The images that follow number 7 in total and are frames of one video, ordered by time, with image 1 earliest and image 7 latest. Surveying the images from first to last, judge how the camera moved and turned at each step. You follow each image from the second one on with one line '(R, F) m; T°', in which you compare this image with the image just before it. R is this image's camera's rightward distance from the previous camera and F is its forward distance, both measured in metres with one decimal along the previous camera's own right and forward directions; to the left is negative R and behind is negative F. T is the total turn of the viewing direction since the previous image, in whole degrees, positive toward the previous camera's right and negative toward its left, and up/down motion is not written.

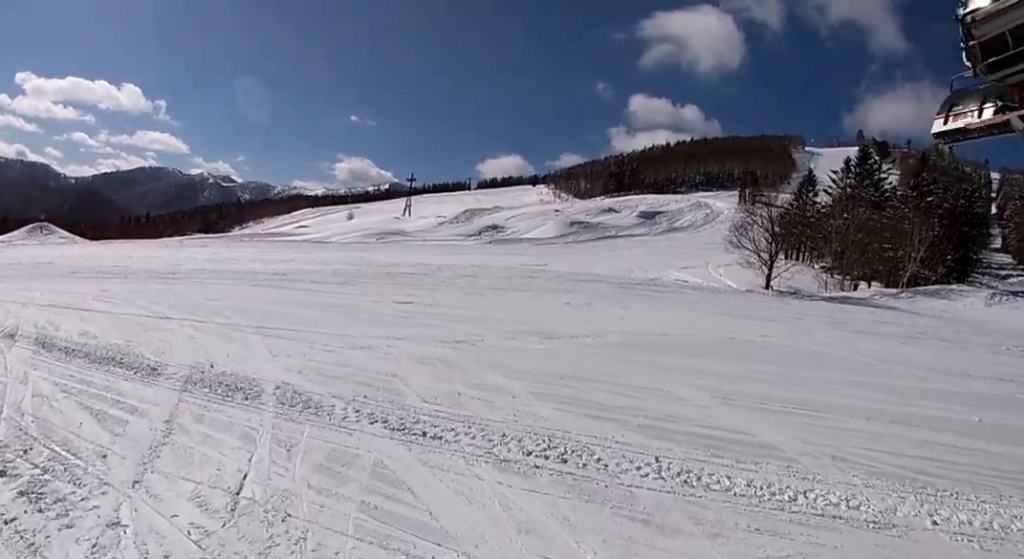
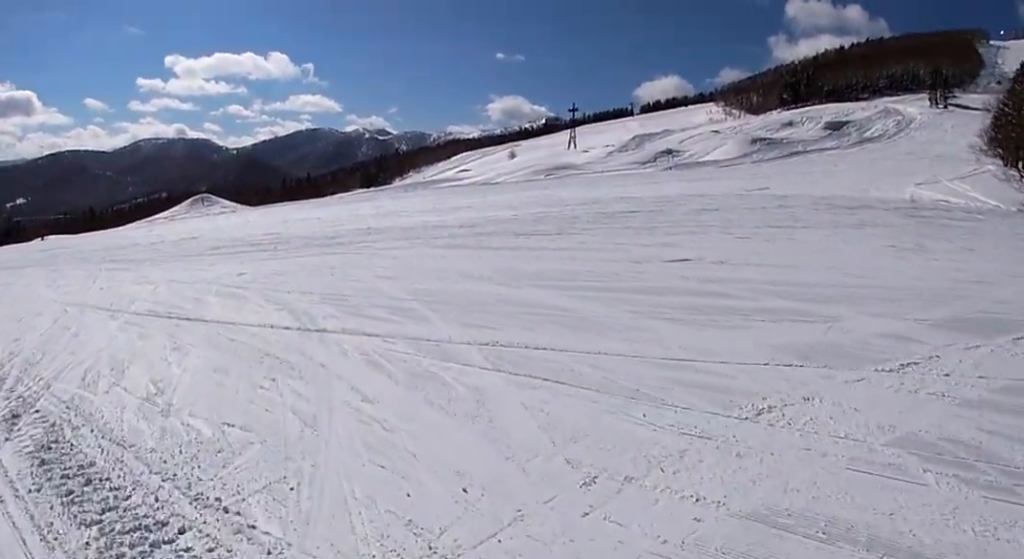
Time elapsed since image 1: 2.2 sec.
(-0.4, +7.2) m; -7°
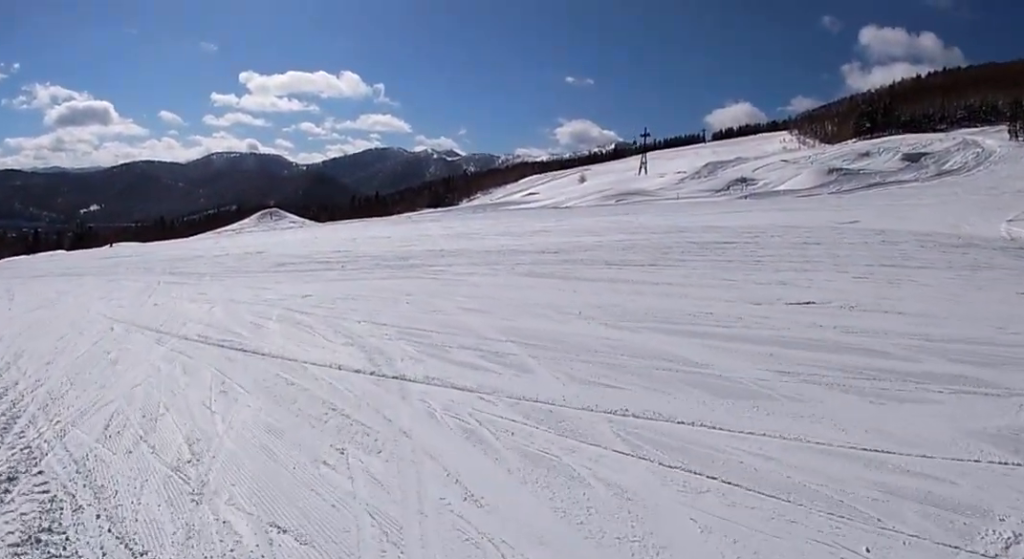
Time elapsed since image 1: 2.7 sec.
(-0.1, +1.8) m; -4°
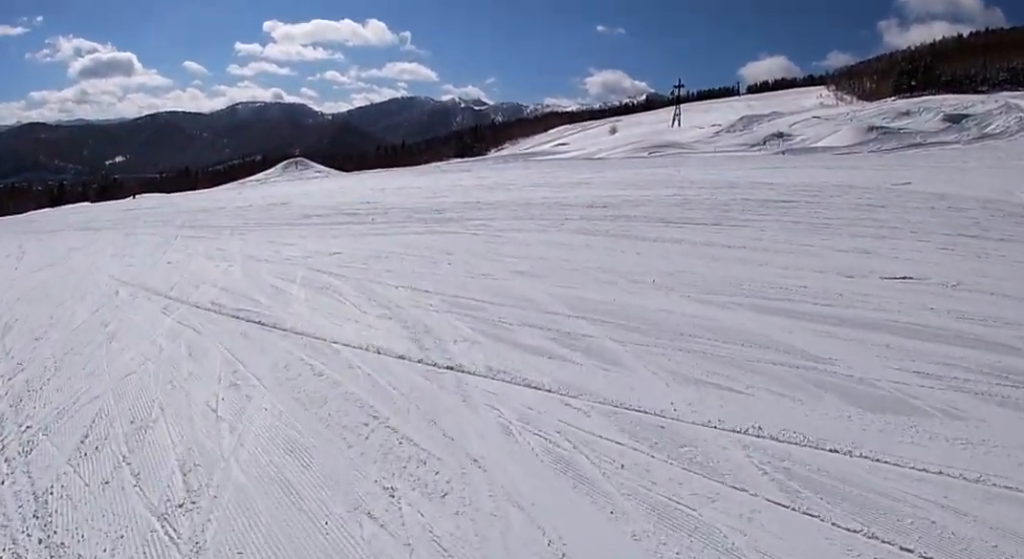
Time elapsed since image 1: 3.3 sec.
(-0.1, +1.6) m; -3°
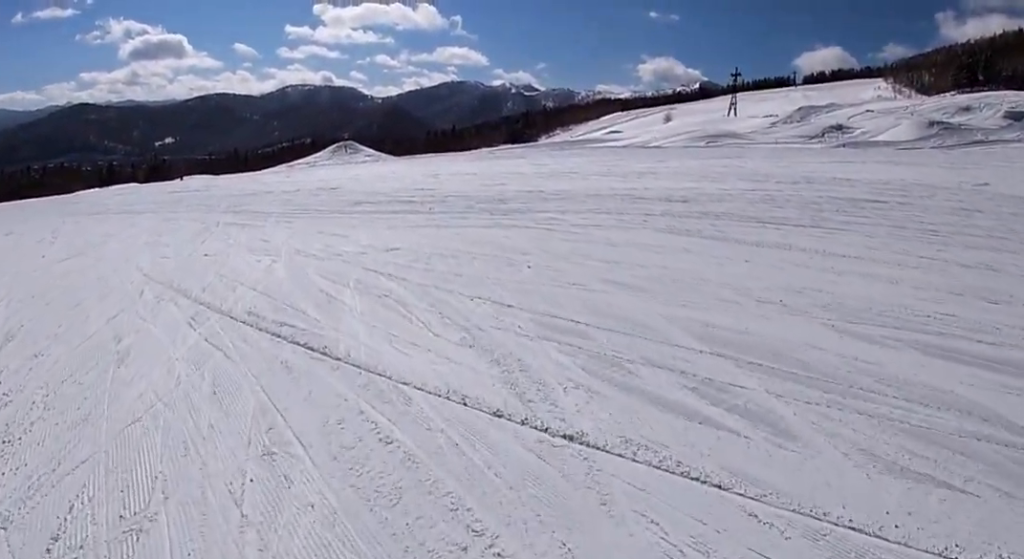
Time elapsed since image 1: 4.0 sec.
(0.0, +1.8) m; -3°
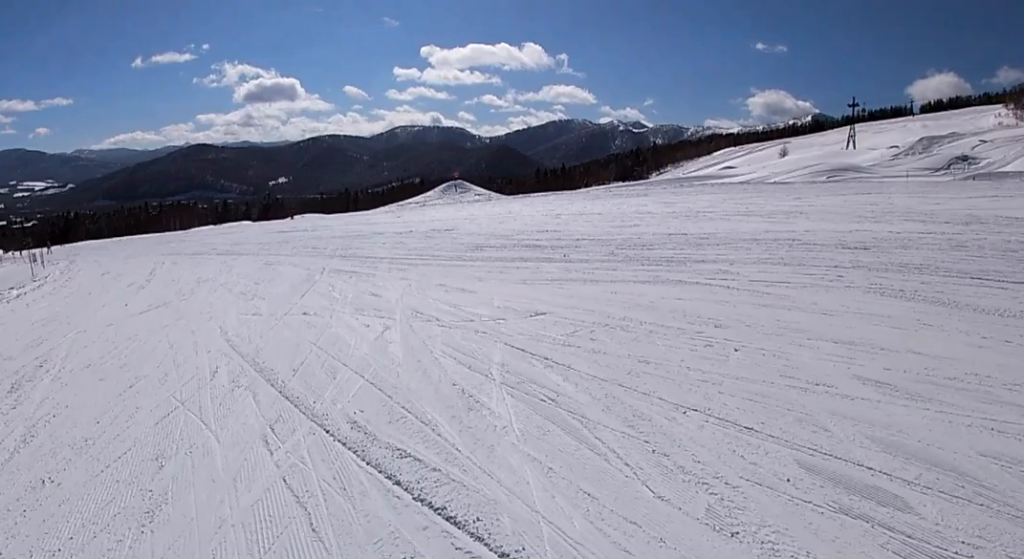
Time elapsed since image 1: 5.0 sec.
(-0.1, +2.8) m; -4°
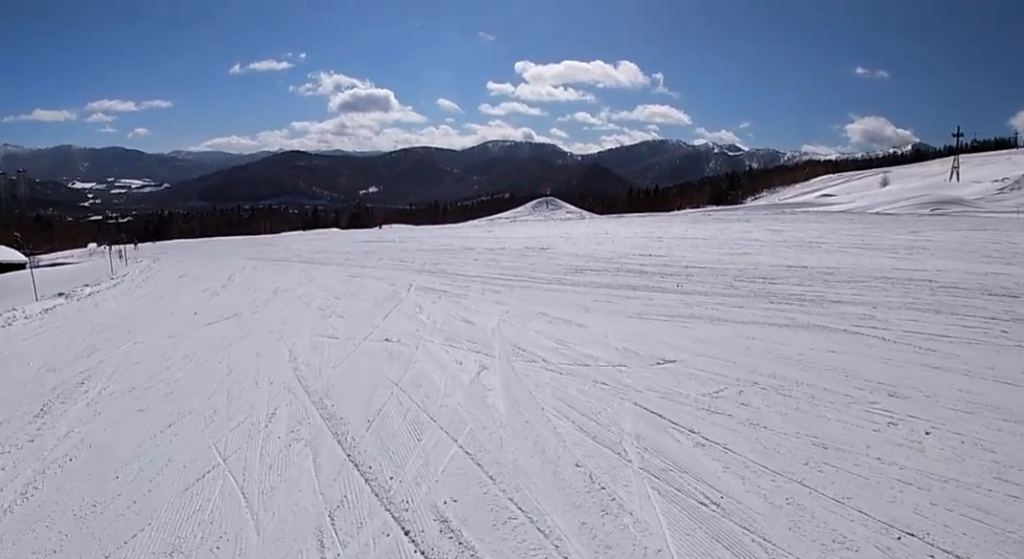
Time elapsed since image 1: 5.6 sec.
(0.0, +1.5) m; -3°
